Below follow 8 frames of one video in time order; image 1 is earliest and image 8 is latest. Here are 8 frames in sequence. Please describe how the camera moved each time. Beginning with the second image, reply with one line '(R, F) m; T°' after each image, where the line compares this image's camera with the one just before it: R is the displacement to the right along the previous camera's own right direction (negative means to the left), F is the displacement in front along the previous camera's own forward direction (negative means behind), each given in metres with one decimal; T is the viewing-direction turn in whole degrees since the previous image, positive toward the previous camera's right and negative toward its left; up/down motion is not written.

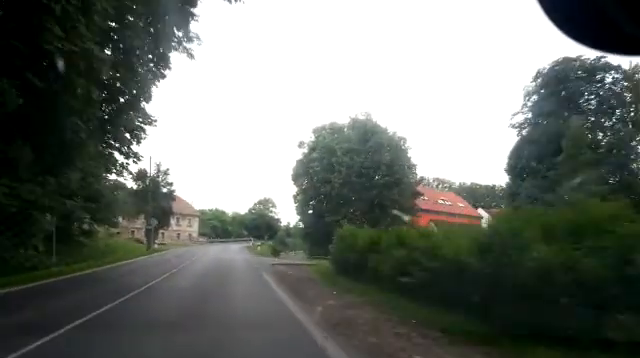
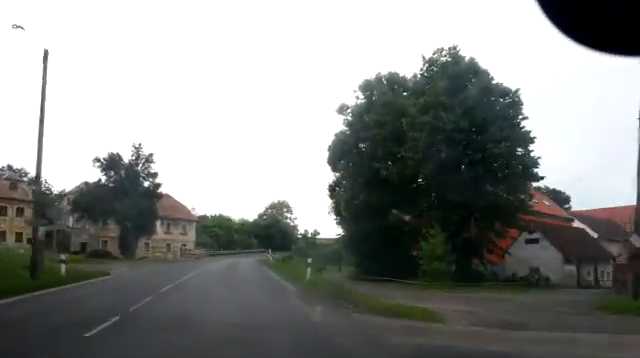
(-0.2, +24.0) m; -1°
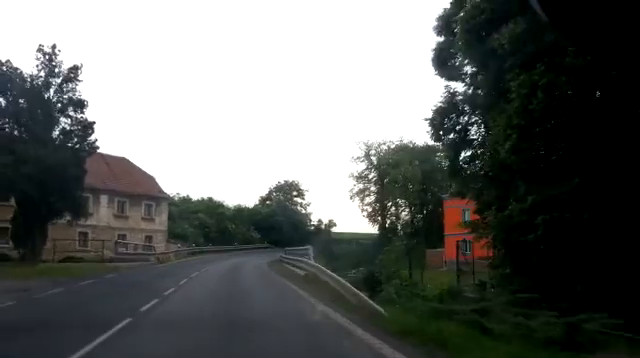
(-0.5, +27.3) m; 0°
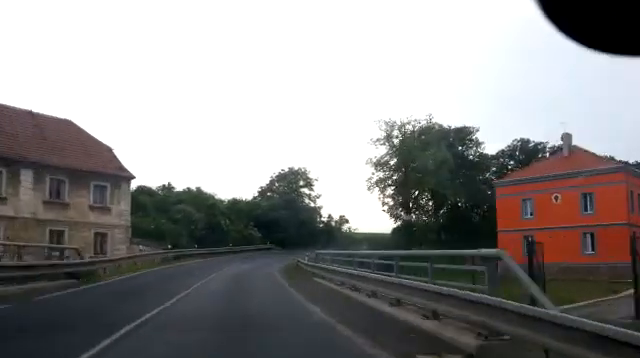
(+0.2, +15.3) m; +2°
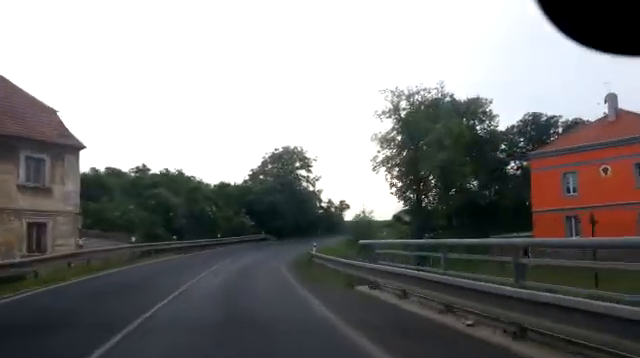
(+0.1, +8.5) m; +1°
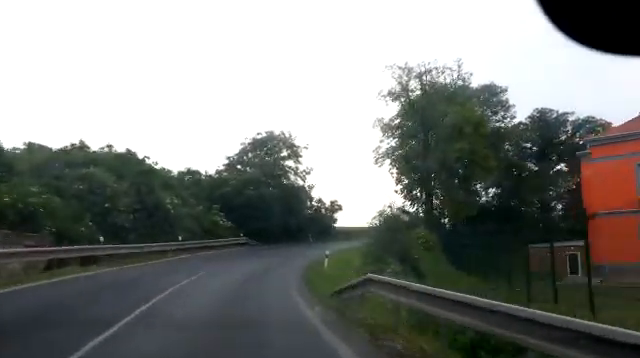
(+0.1, +11.9) m; +6°
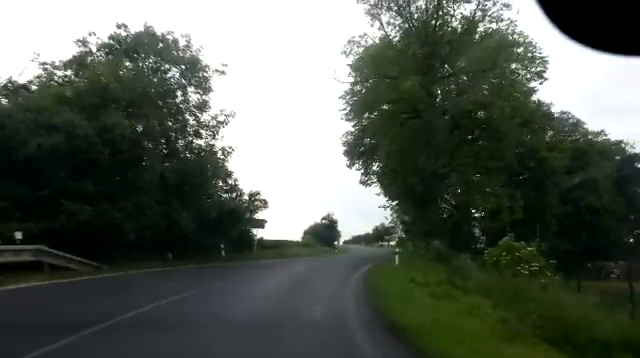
(+3.7, +25.1) m; +14°
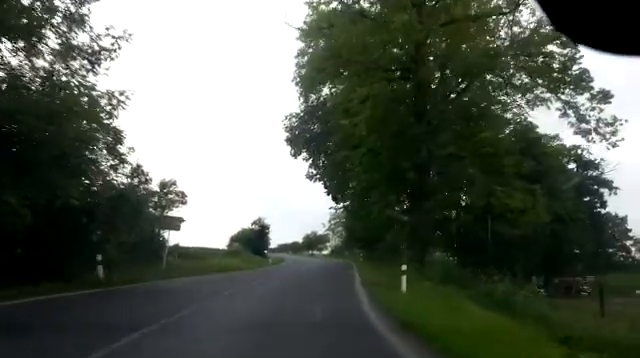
(+0.1, +9.9) m; +2°
